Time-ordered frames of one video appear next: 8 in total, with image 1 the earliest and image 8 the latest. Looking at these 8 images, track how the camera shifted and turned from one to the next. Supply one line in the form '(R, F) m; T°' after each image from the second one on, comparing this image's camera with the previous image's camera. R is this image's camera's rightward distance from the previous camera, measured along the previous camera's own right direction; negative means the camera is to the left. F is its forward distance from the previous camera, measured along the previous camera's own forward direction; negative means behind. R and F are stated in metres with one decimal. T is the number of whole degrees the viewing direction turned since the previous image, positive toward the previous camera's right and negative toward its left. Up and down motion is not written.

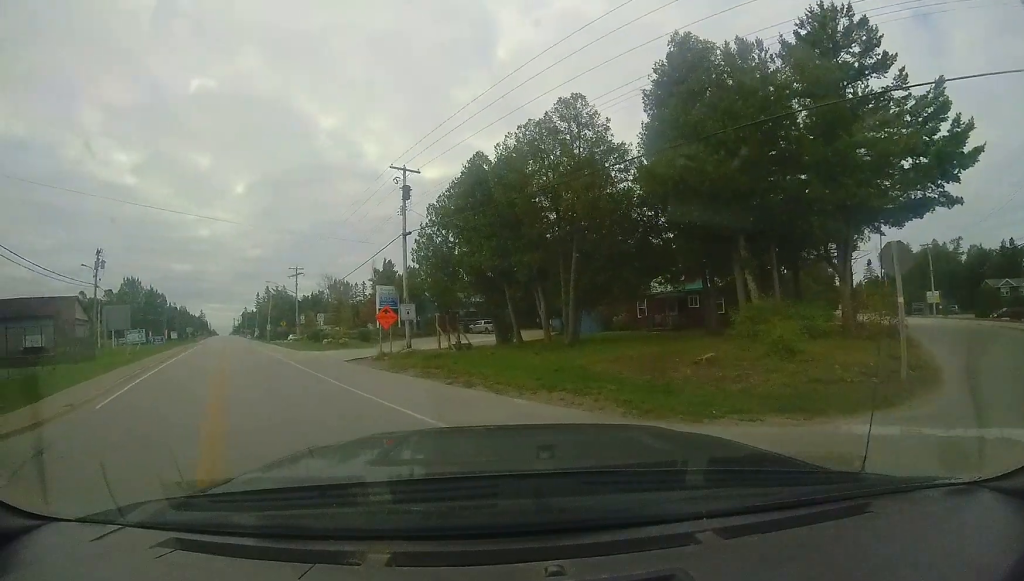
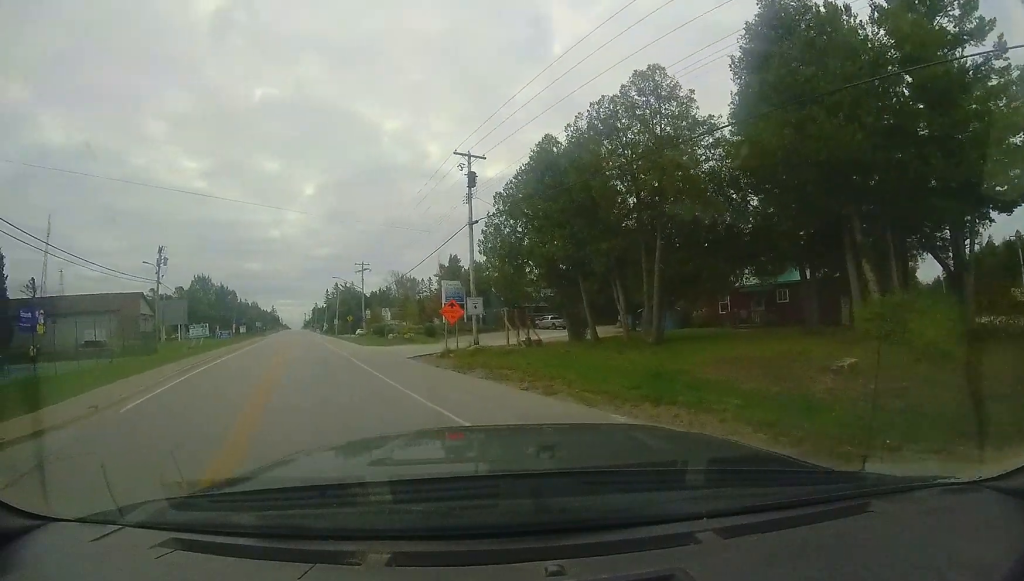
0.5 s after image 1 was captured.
(-0.1, +2.2) m; -6°
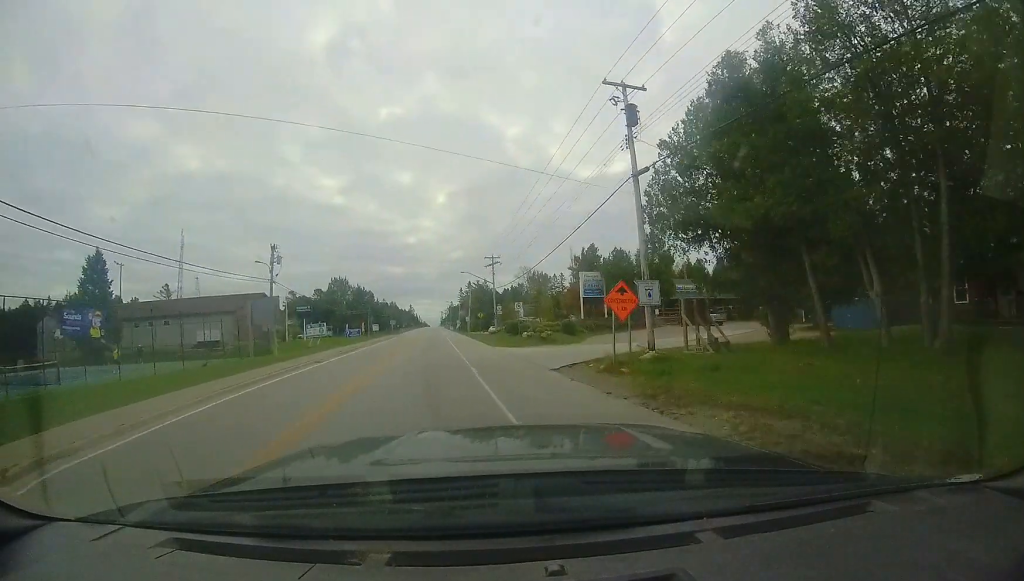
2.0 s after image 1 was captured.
(-0.8, +8.7) m; -12°
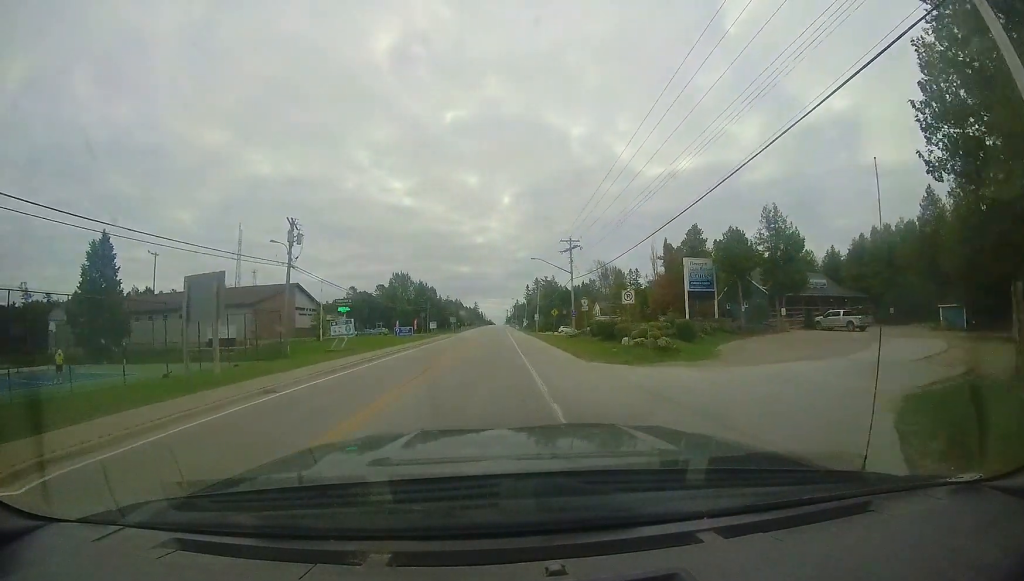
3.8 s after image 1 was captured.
(-1.3, +16.7) m; -5°
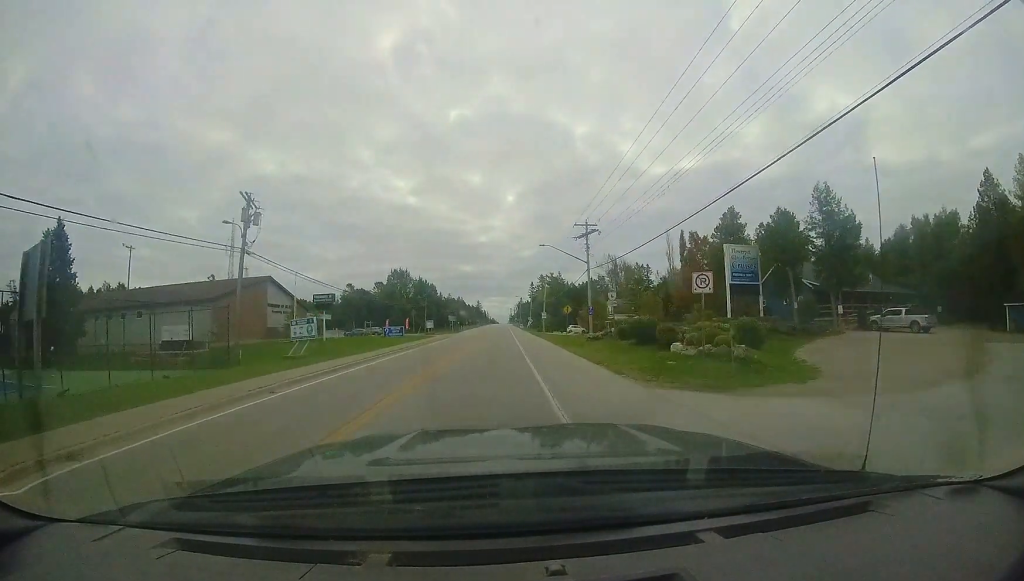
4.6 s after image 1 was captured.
(0.0, +11.7) m; 0°
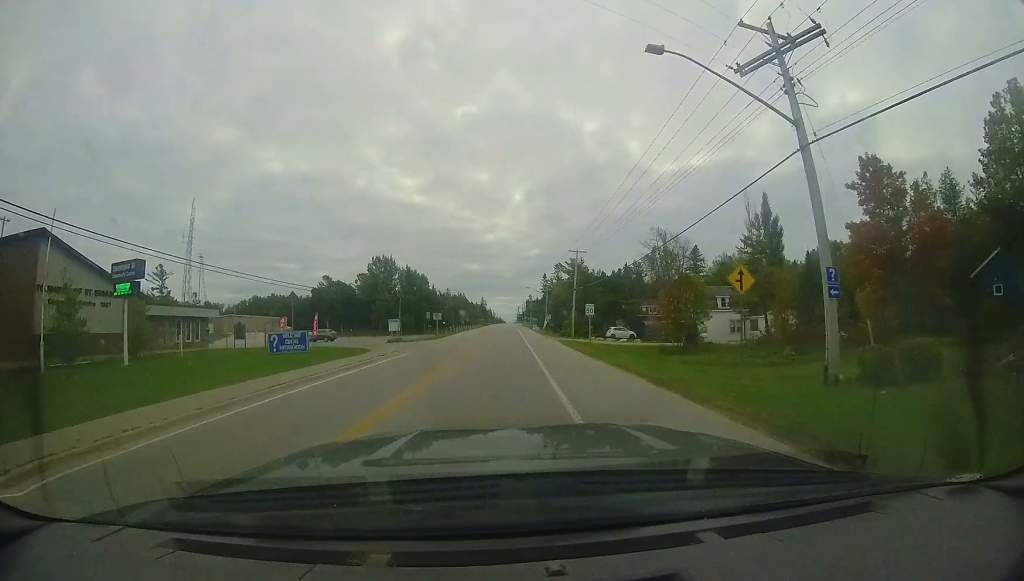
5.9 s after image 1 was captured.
(-0.1, +18.9) m; -1°
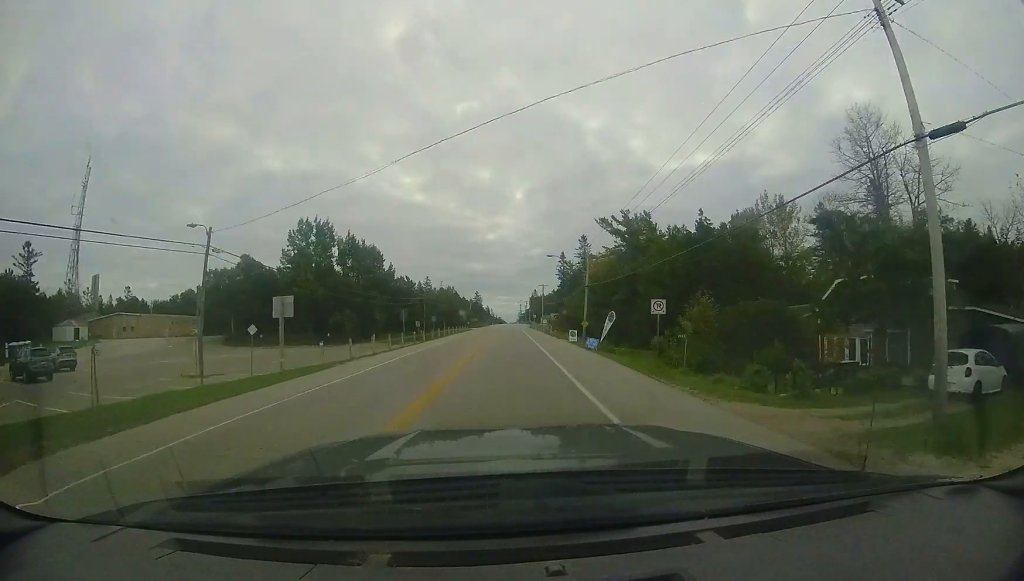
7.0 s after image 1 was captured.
(-0.1, +14.7) m; -1°
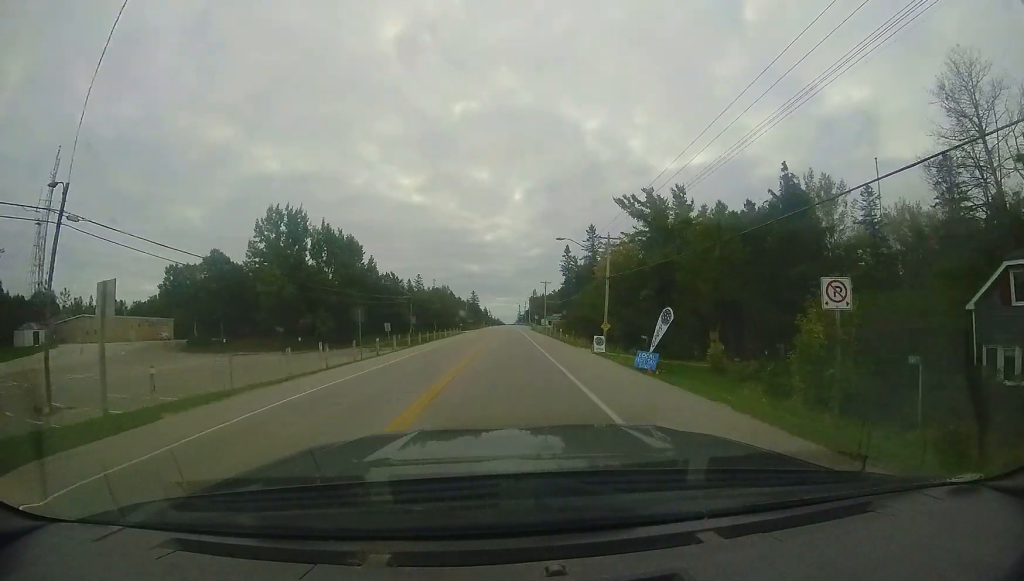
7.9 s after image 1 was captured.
(-0.1, +11.3) m; +1°
